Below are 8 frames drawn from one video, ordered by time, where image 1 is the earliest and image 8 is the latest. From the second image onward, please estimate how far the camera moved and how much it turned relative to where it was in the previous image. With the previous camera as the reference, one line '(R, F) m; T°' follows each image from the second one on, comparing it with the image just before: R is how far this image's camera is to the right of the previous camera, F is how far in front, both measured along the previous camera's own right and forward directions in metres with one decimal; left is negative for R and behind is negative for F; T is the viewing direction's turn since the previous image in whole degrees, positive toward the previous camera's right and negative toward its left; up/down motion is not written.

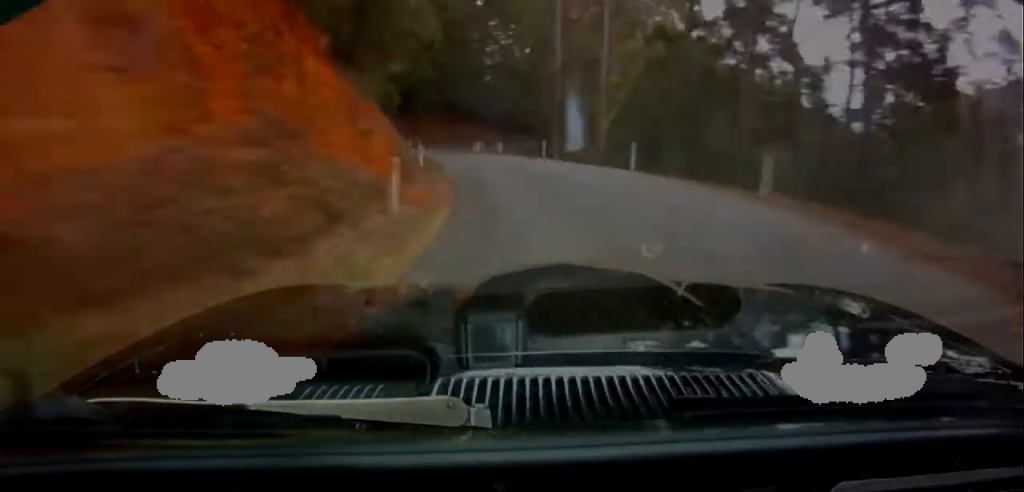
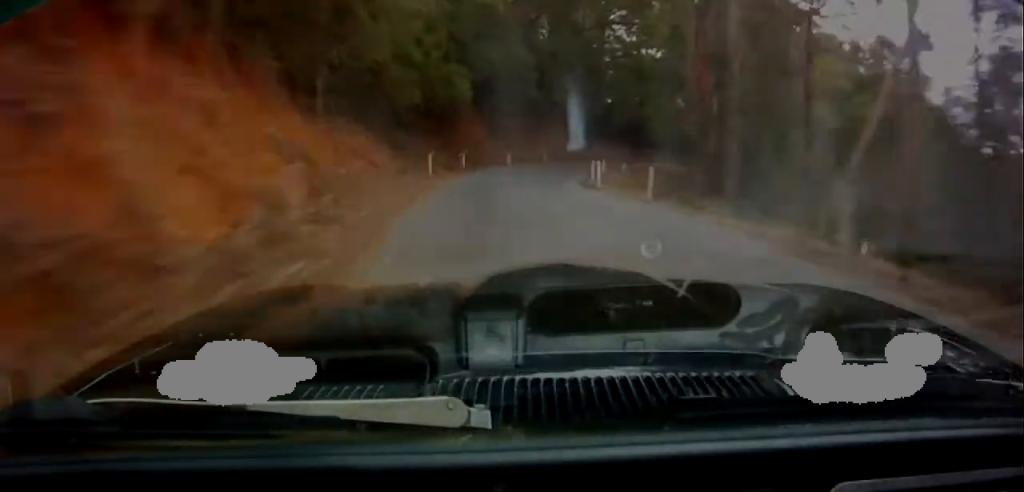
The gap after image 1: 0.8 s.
(-0.8, +23.8) m; -5°
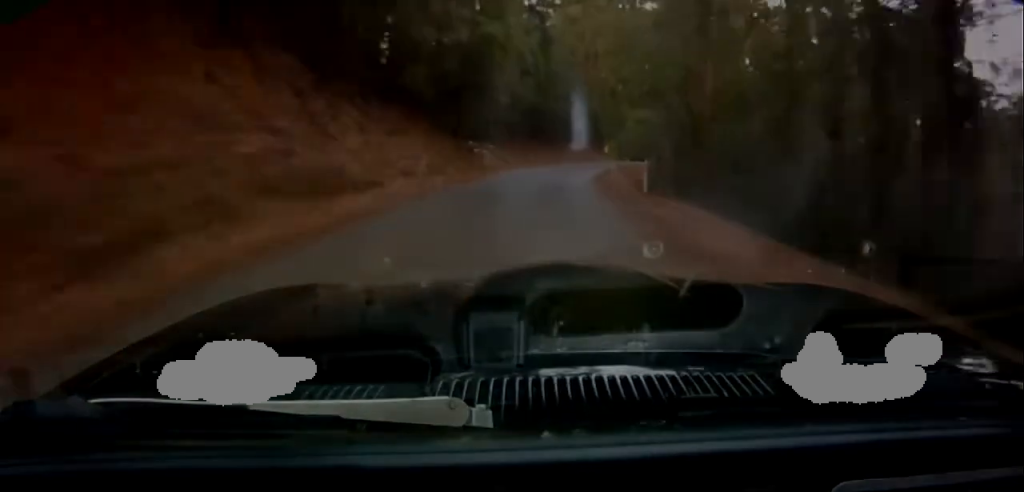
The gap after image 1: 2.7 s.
(-3.4, +68.4) m; -2°
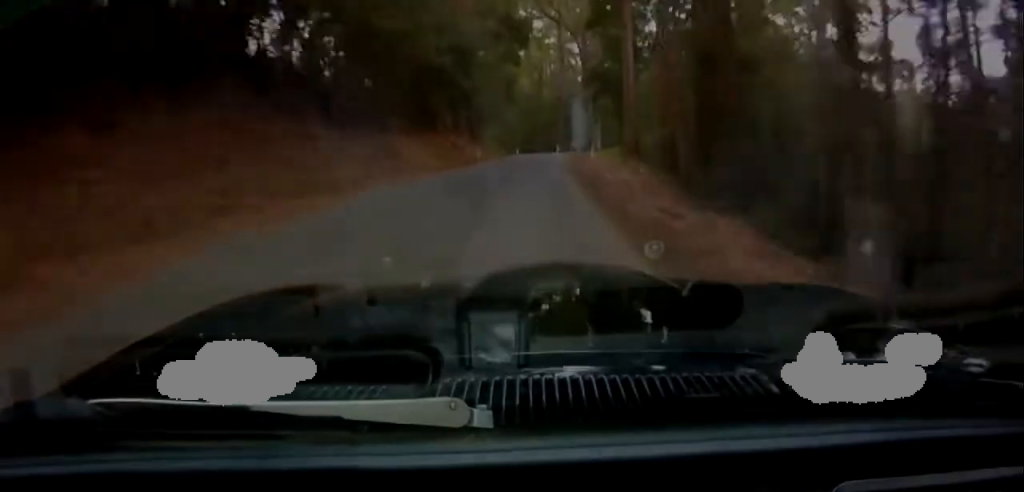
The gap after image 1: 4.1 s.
(+2.0, +54.9) m; +6°
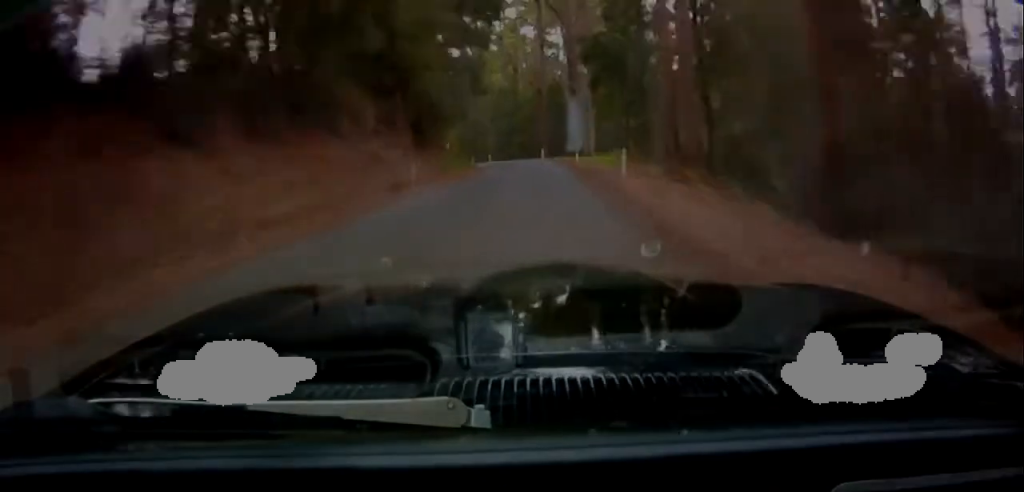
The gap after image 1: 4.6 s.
(-0.1, +20.2) m; +3°
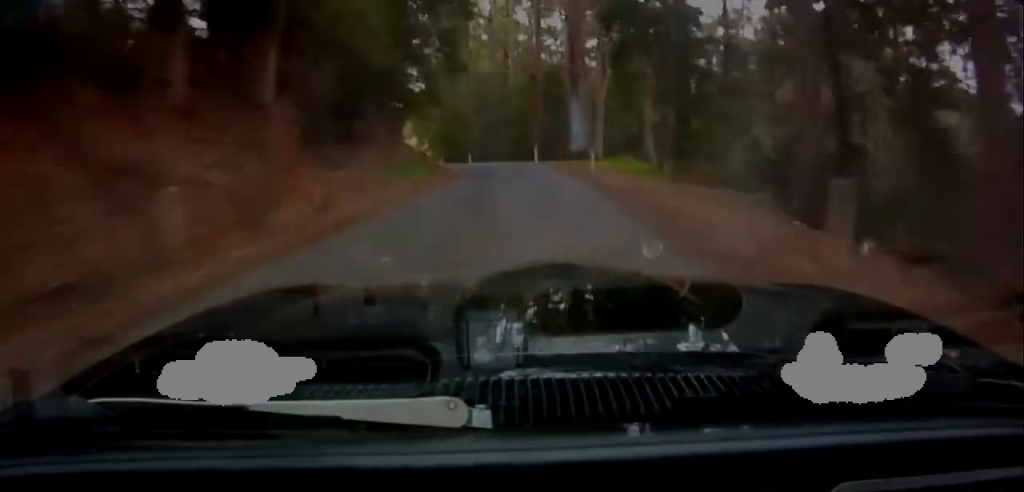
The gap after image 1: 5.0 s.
(+1.0, +17.6) m; +2°
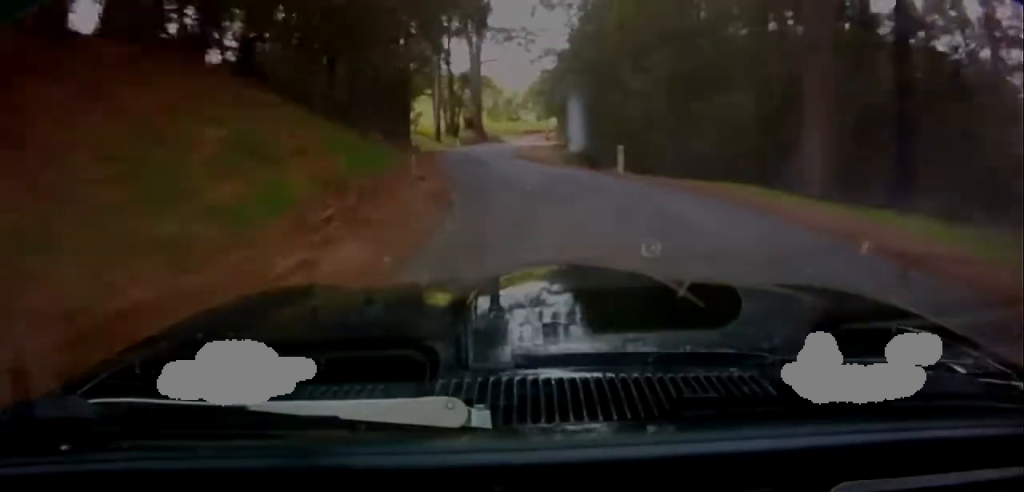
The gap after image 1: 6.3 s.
(+2.7, +50.1) m; +5°
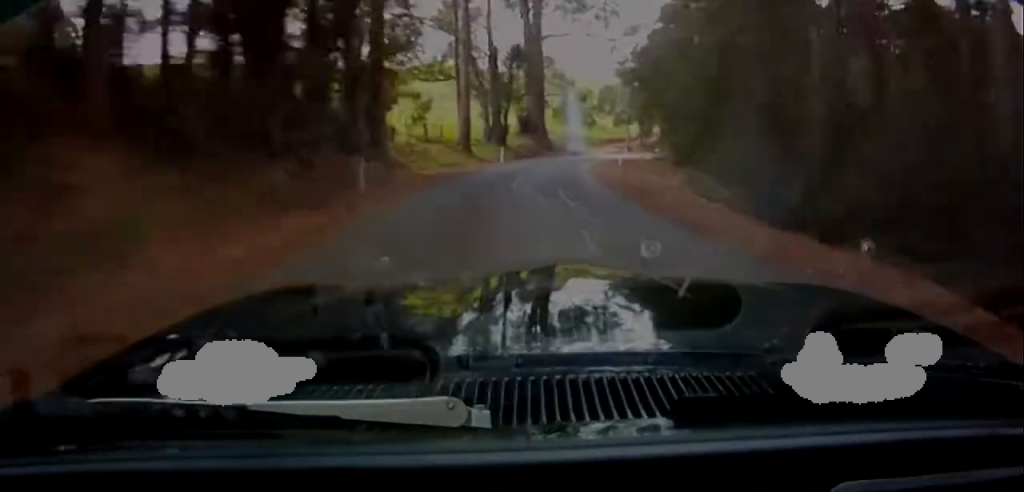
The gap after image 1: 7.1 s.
(+0.7, +29.7) m; +2°
